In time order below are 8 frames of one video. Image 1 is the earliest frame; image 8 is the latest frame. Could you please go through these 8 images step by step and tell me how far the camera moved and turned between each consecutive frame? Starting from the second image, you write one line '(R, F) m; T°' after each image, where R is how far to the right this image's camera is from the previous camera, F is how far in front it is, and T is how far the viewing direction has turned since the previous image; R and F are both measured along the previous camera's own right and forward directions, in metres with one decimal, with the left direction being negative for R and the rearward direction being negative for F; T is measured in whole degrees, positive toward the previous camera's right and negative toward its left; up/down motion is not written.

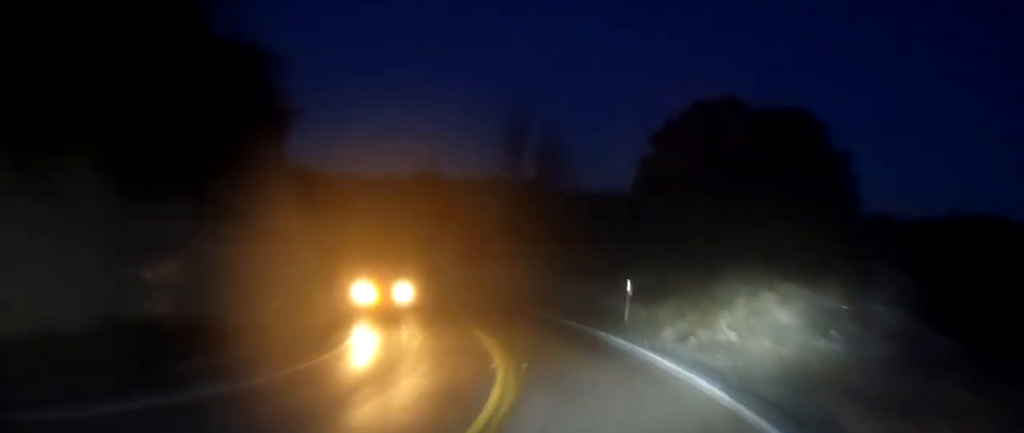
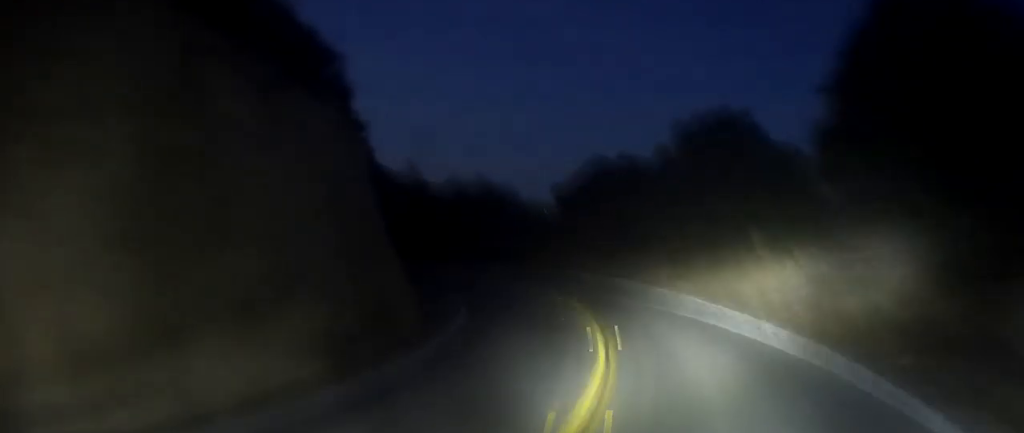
(-12.6, +28.2) m; -53°
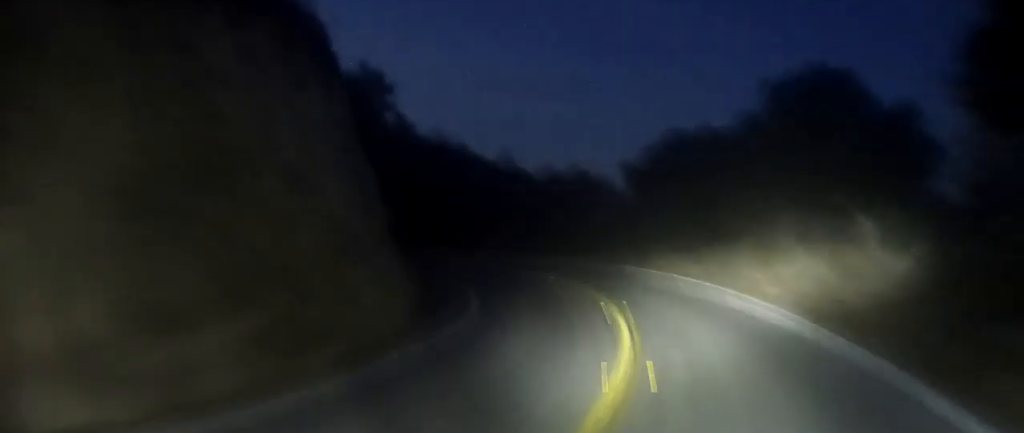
(-0.5, +5.7) m; -5°
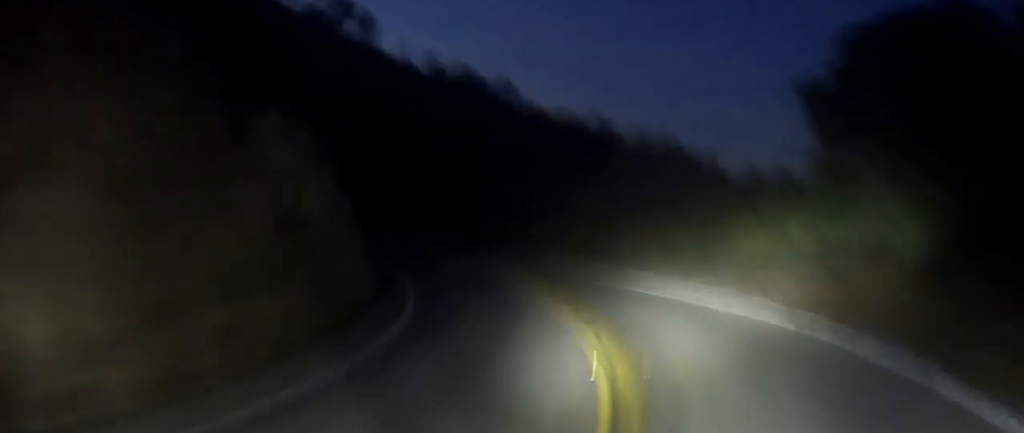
(-1.5, +15.2) m; -15°
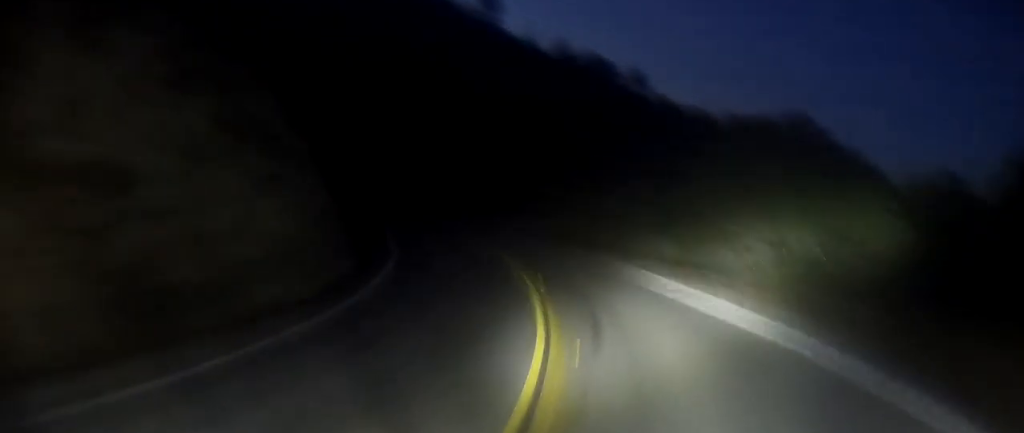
(-0.9, +7.6) m; -8°
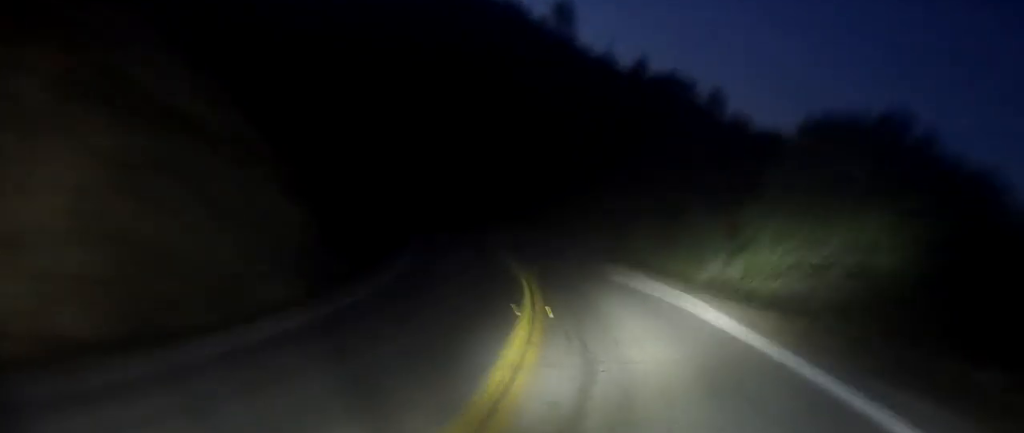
(-0.2, +4.6) m; -4°
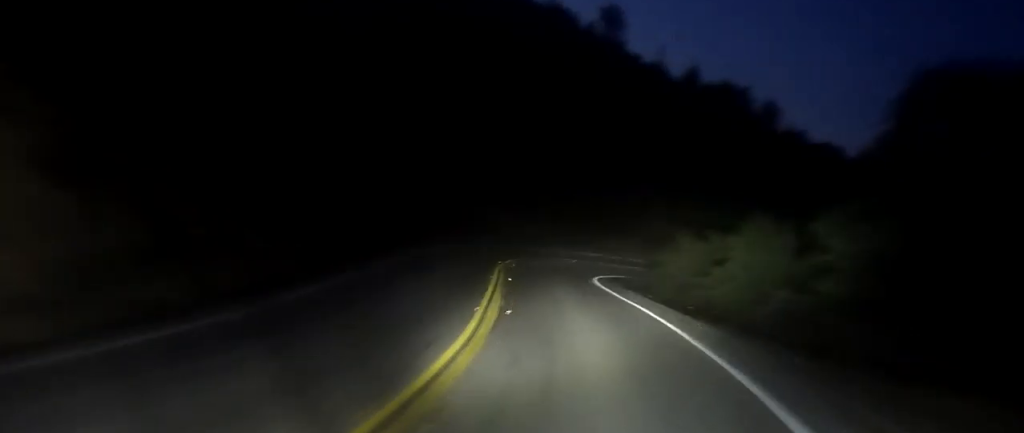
(-0.3, +7.3) m; -5°
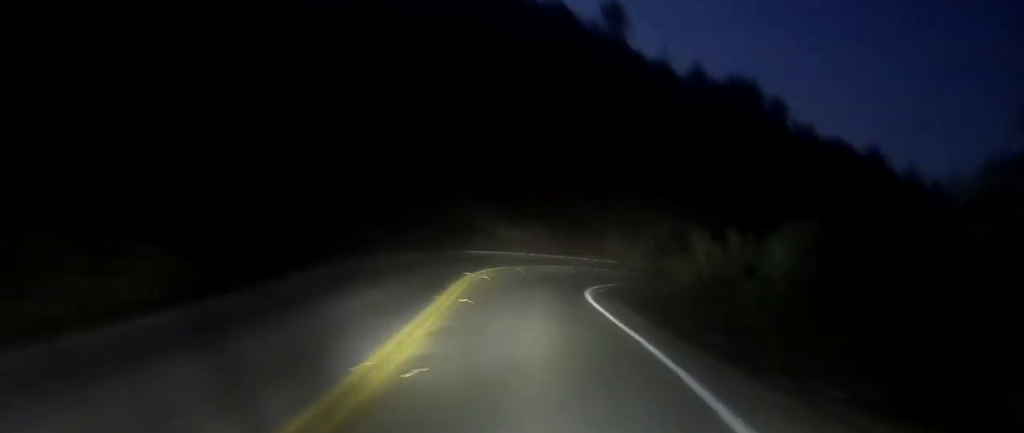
(-0.2, +5.9) m; -3°
